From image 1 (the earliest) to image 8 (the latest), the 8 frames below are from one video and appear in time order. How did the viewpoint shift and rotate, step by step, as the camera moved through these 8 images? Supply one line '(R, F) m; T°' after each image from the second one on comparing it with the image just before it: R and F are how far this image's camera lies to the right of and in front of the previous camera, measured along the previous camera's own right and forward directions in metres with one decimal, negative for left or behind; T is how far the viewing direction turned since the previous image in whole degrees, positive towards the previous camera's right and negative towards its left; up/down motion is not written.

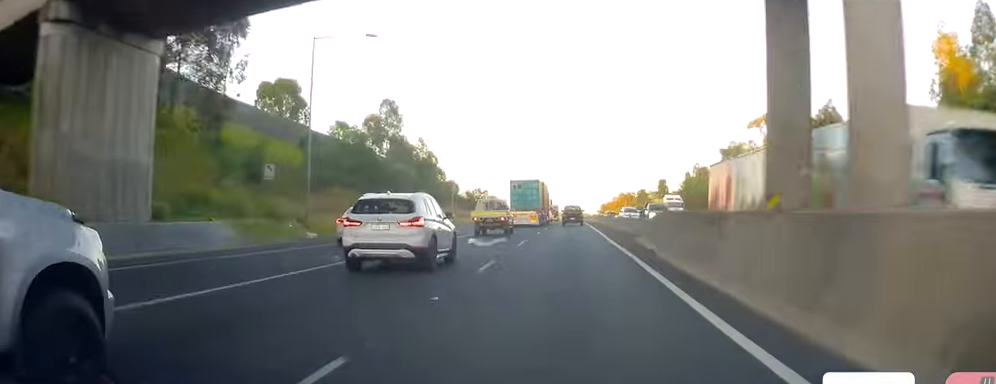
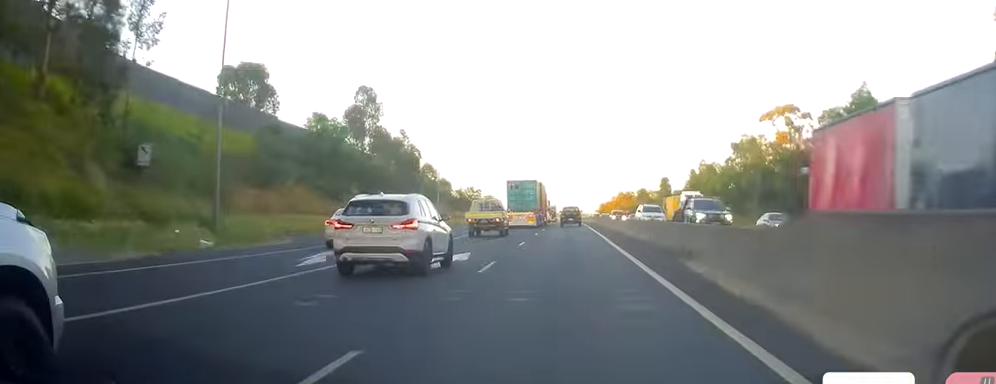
(-0.1, +11.6) m; 0°
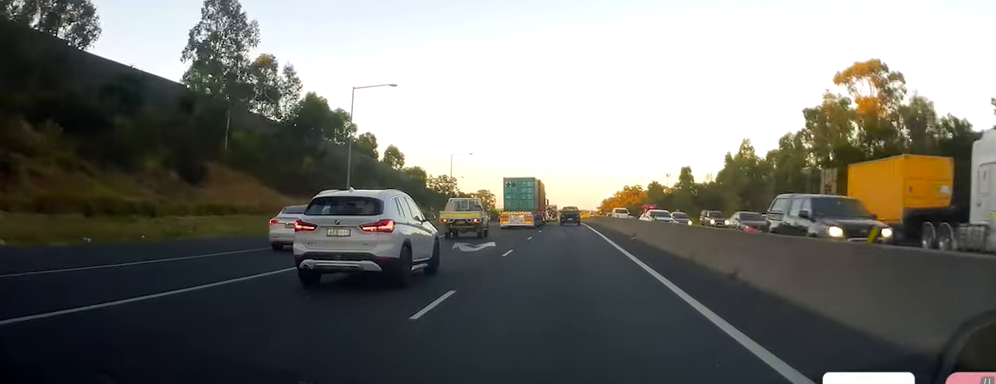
(+0.2, +42.8) m; 0°
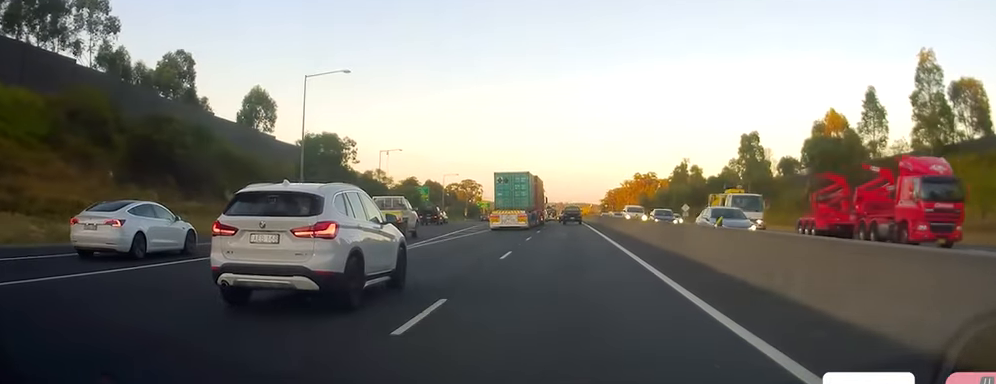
(+0.1, +72.7) m; +1°
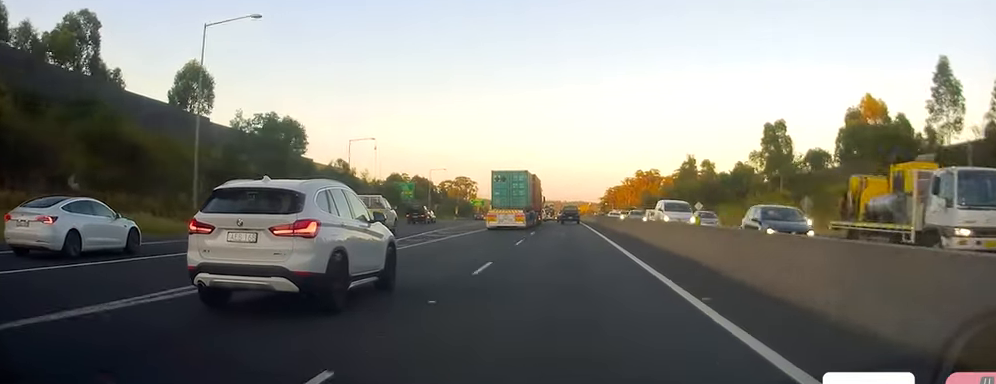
(-0.1, +16.8) m; 0°
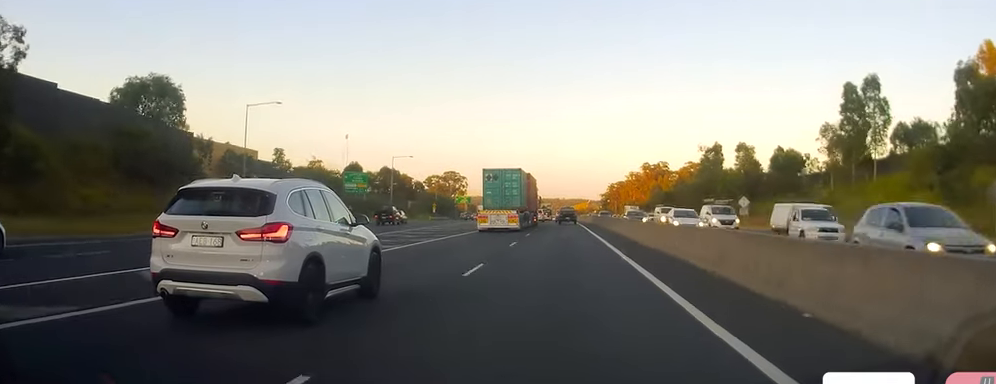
(+0.4, +35.9) m; 0°
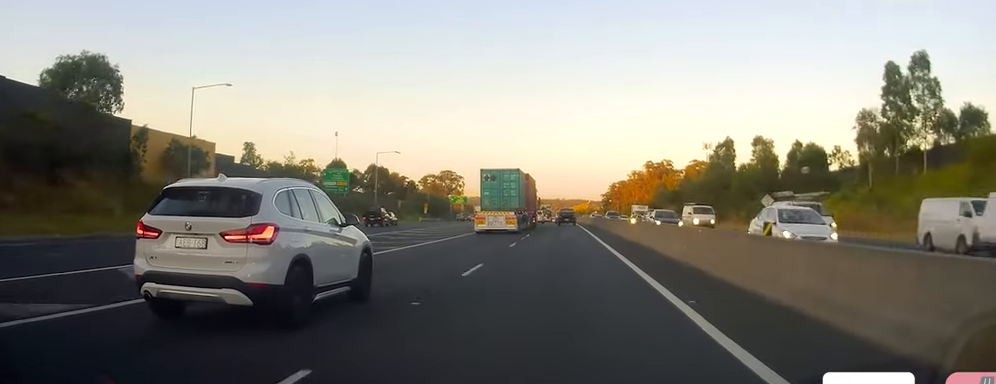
(+0.2, +11.7) m; 0°
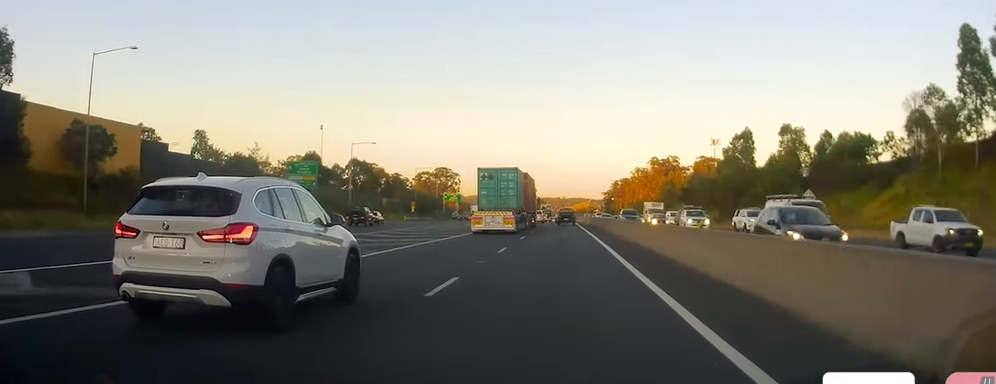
(-0.3, +15.4) m; 0°
